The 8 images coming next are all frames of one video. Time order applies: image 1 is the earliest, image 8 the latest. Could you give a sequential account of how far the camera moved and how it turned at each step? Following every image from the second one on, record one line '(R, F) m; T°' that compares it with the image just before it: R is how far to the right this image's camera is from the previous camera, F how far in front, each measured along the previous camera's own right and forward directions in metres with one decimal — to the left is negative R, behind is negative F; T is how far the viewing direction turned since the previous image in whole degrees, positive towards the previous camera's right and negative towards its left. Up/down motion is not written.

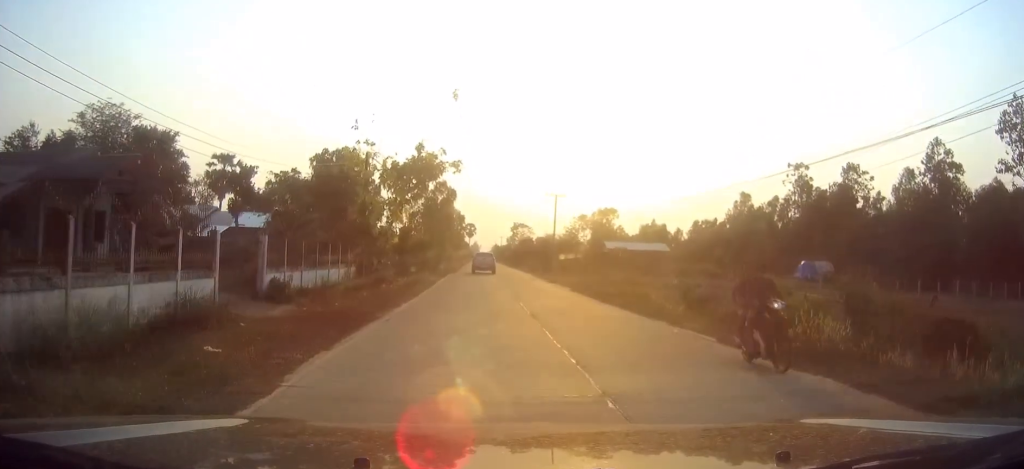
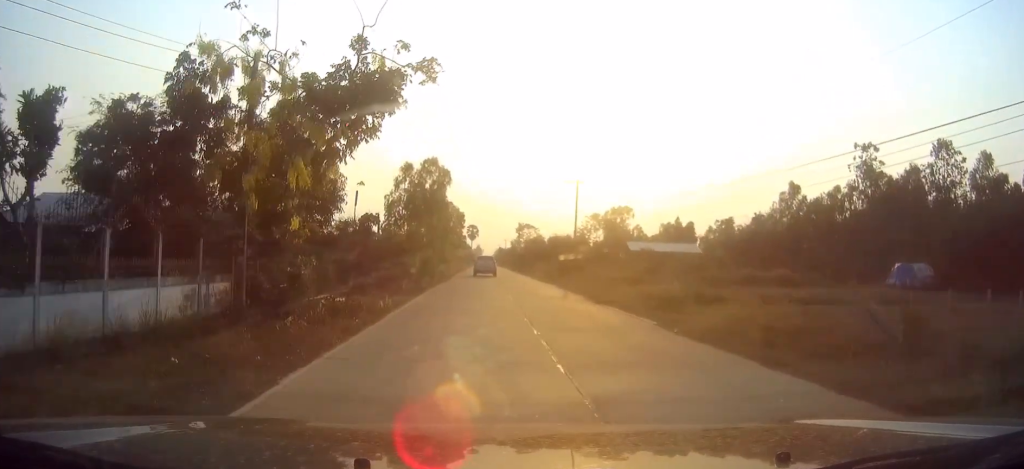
(0.0, +17.2) m; 0°
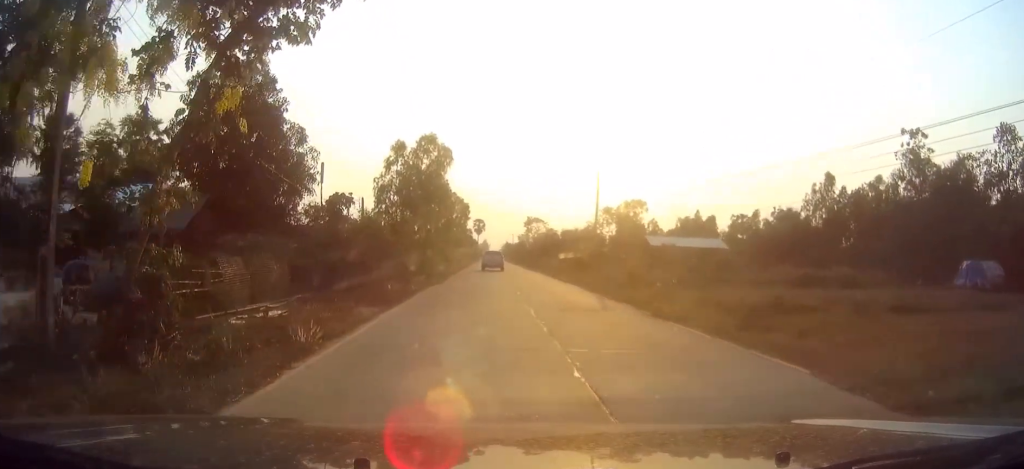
(0.0, +8.6) m; -1°
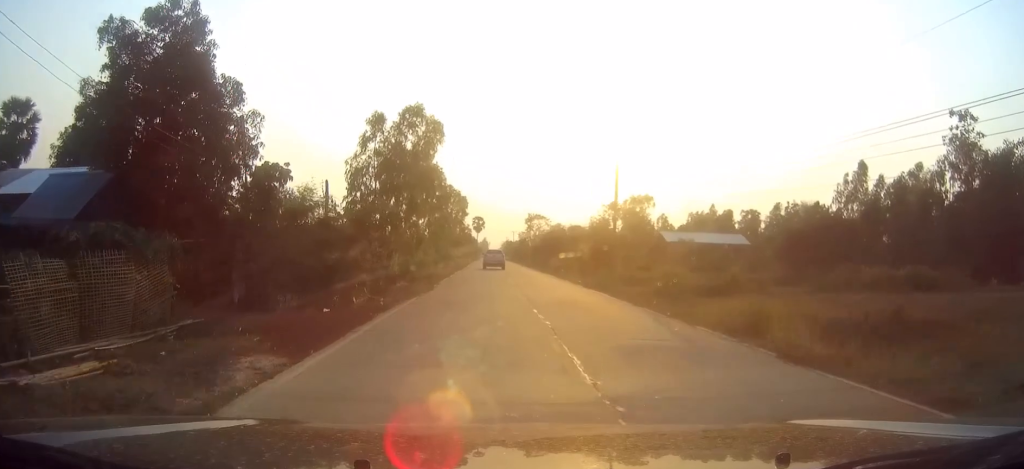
(0.0, +8.3) m; 0°
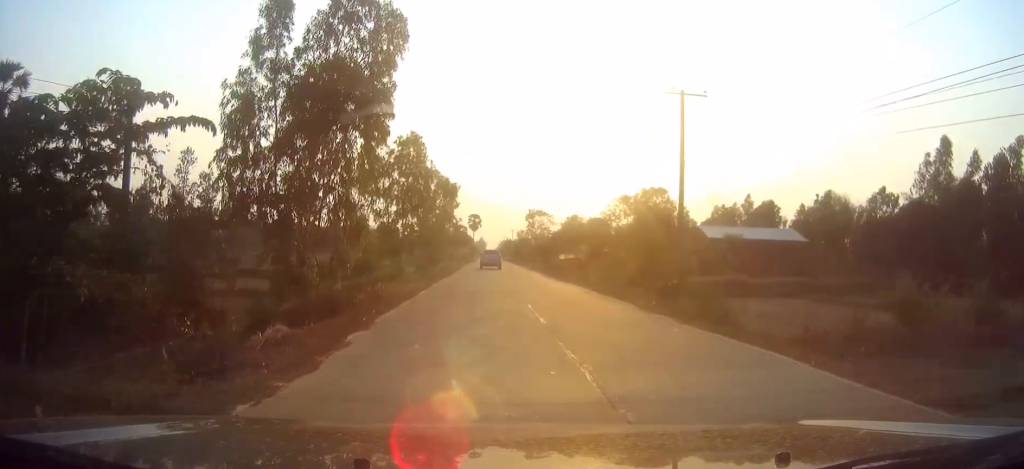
(0.0, +17.5) m; +1°
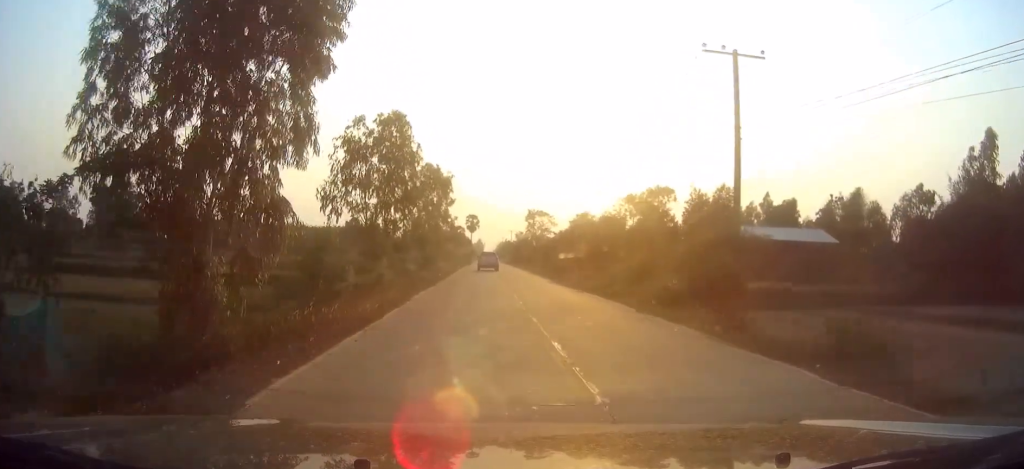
(0.0, +7.7) m; 0°
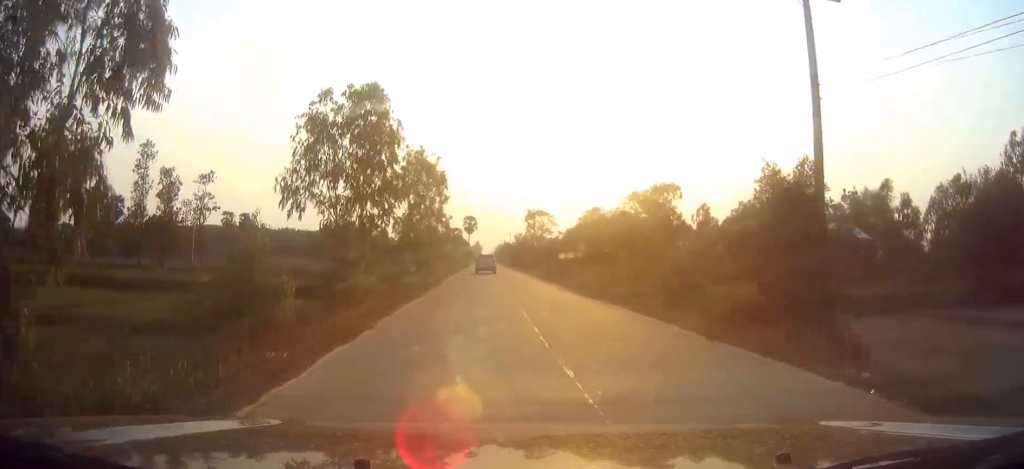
(0.0, +6.6) m; 0°
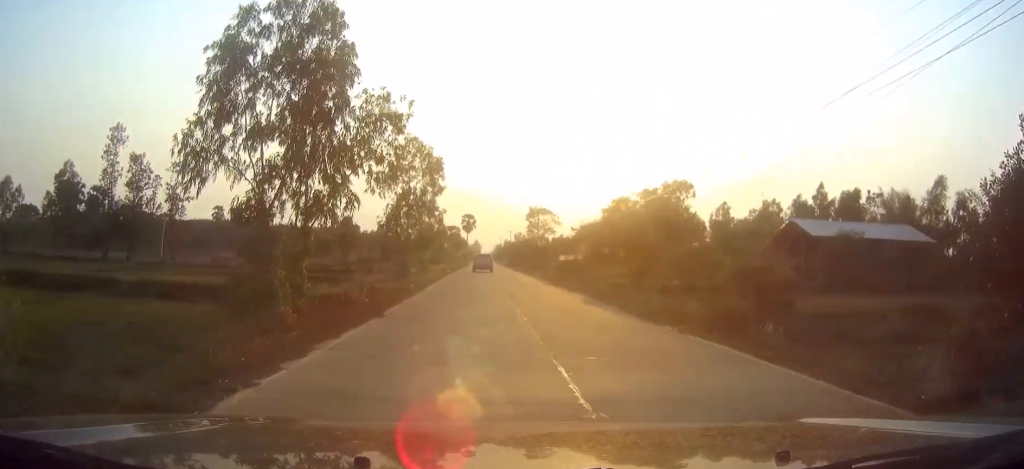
(0.0, +10.1) m; 0°
